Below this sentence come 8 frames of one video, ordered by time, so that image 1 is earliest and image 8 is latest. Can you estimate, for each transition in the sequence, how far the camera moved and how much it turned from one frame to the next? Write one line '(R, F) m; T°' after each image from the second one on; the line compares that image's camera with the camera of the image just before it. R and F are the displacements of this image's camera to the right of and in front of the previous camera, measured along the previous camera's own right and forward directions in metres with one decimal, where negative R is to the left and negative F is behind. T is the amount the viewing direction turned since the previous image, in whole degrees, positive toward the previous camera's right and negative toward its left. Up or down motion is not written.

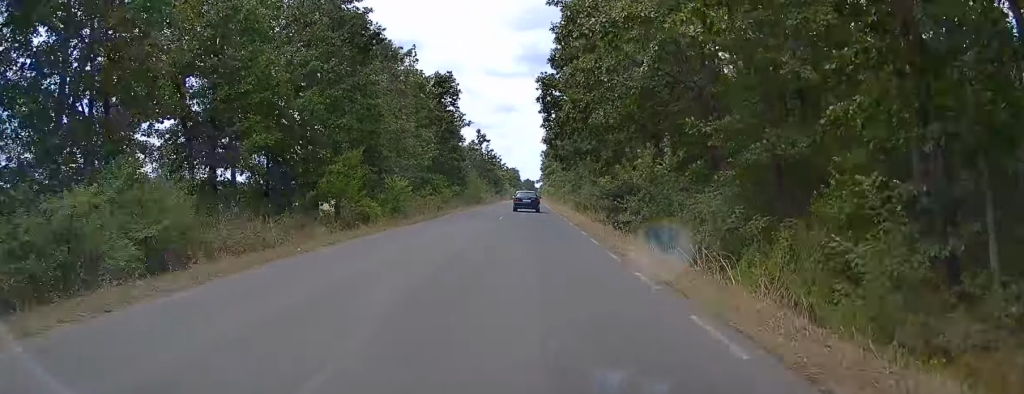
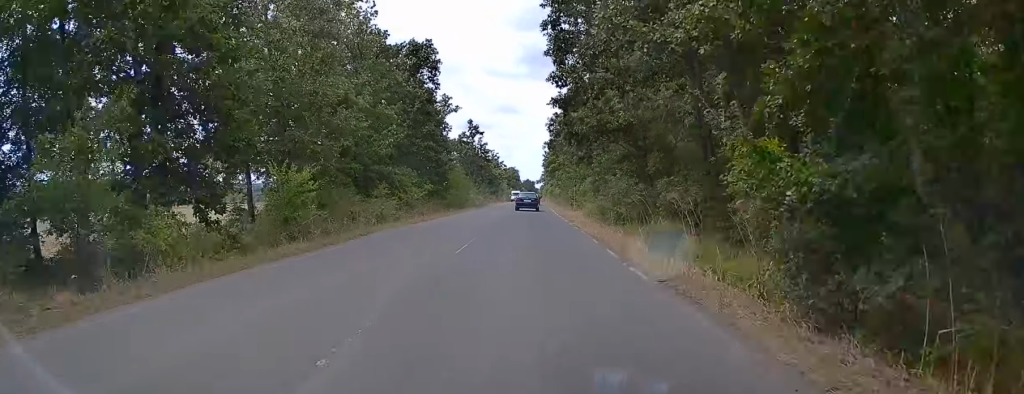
(0.0, +19.4) m; +1°
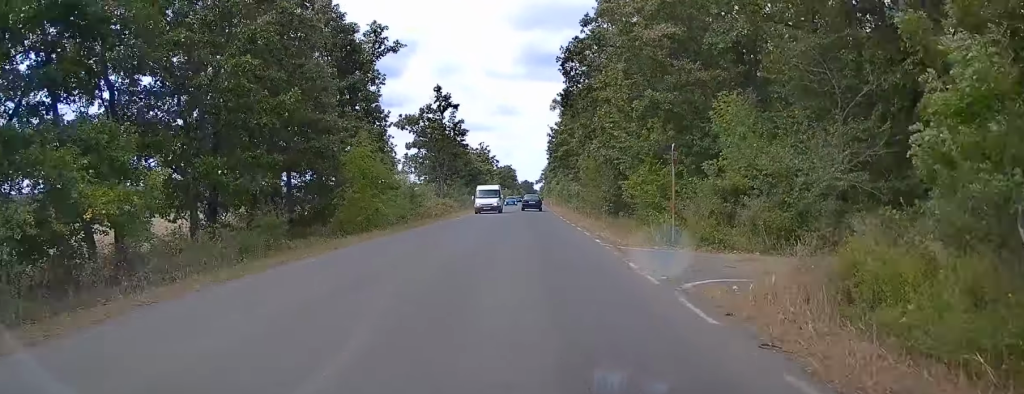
(+0.7, +39.6) m; +1°
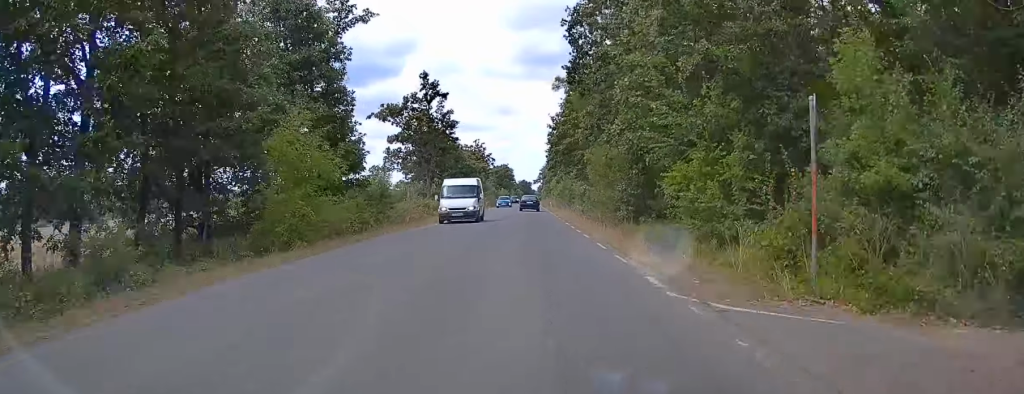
(0.0, +9.0) m; 0°
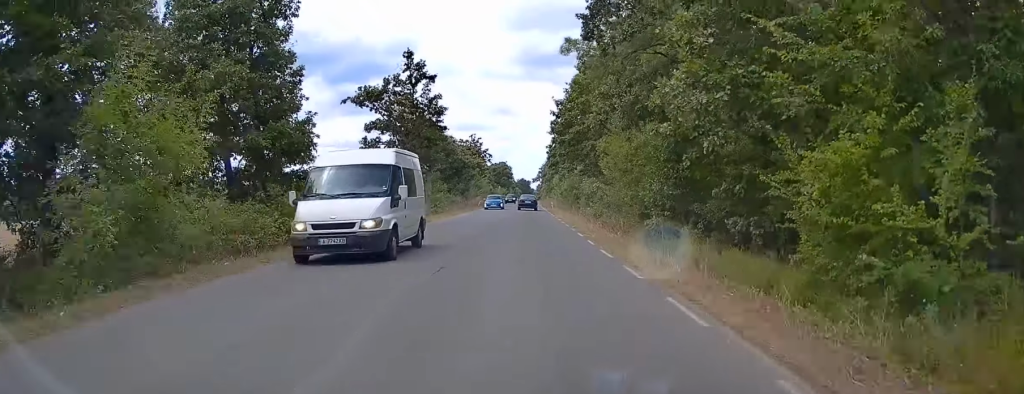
(0.0, +9.8) m; 0°
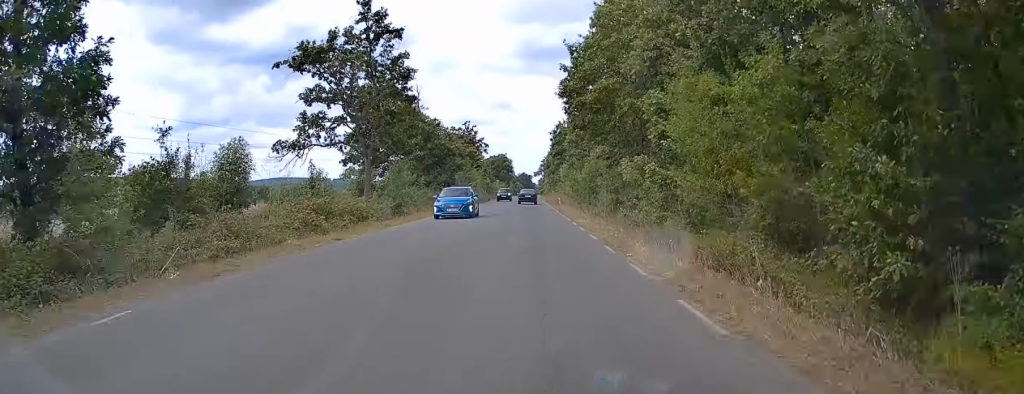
(0.0, +16.9) m; -1°
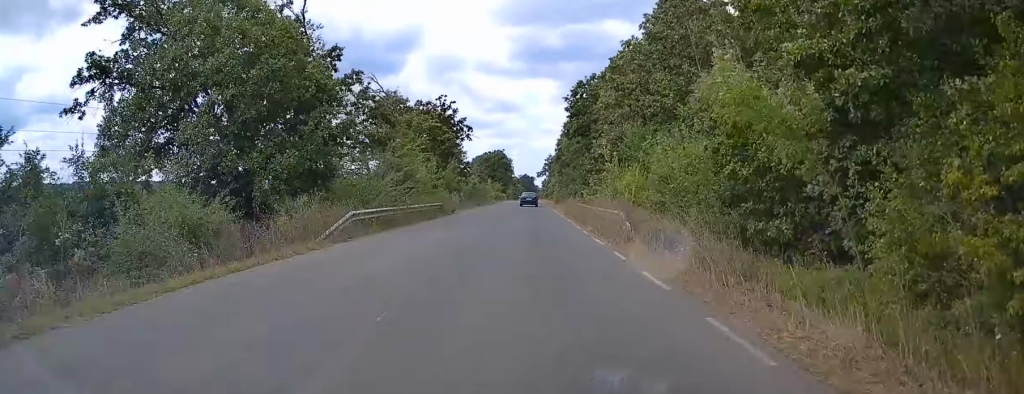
(0.0, +41.5) m; +1°
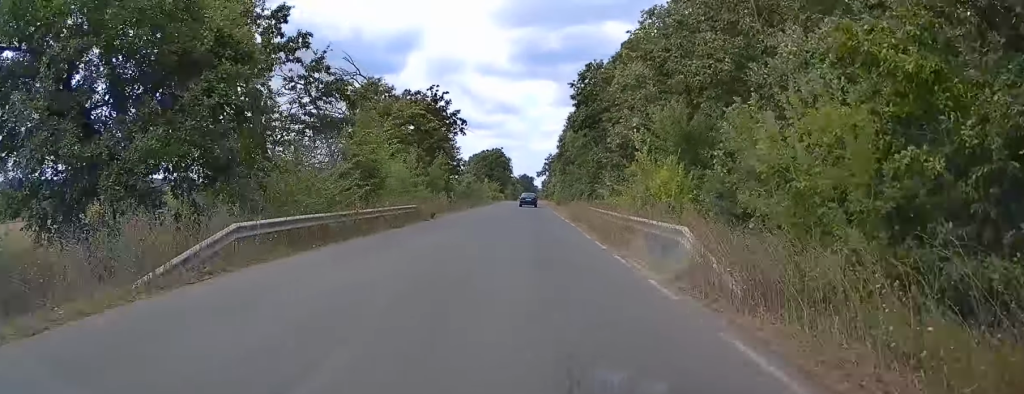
(0.0, +8.7) m; 0°
